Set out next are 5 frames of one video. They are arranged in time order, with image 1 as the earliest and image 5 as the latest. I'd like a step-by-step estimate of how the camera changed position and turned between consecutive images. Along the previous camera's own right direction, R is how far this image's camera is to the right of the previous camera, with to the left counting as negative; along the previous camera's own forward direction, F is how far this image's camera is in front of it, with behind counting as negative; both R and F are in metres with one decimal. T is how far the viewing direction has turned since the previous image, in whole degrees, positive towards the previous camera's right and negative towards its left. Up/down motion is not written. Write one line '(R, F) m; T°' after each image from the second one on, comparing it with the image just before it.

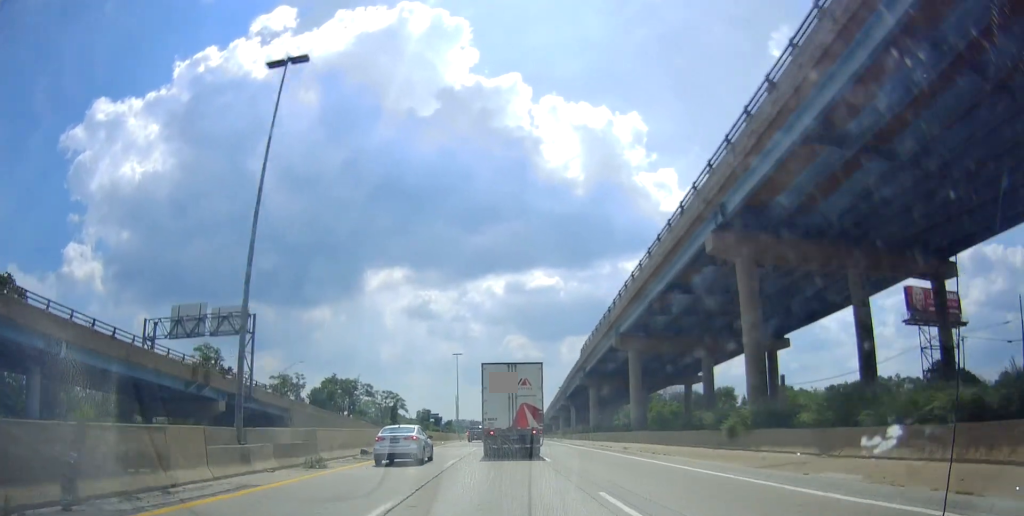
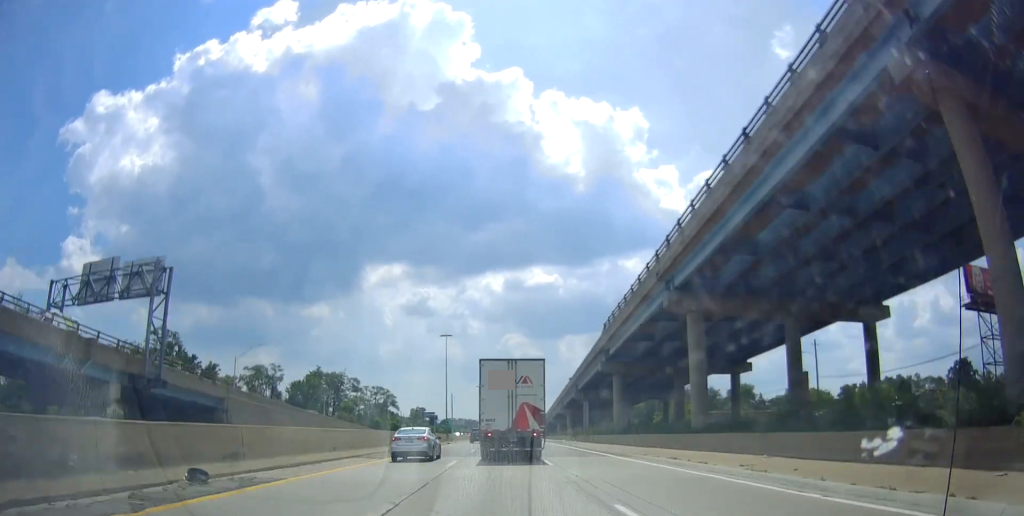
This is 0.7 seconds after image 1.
(+0.1, +16.6) m; 0°
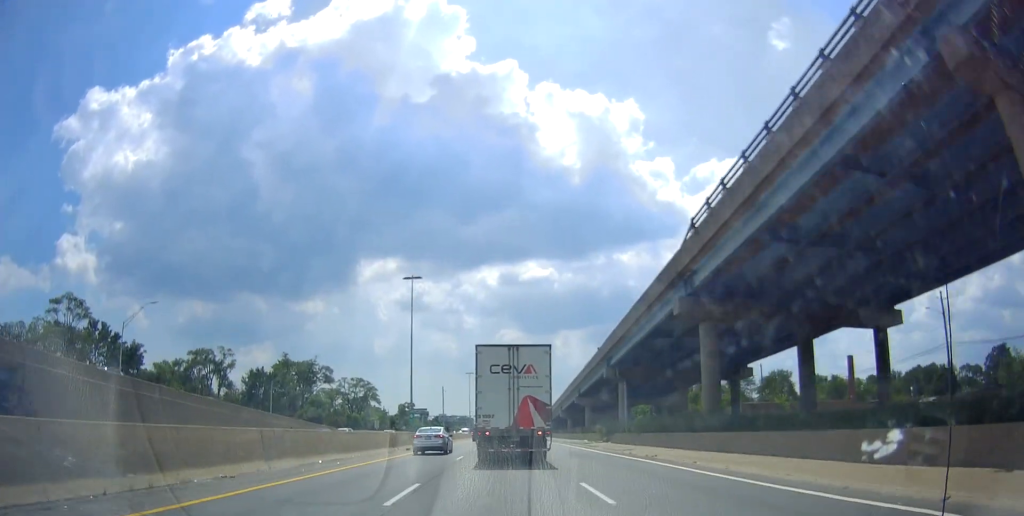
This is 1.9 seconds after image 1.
(+0.1, +27.4) m; +1°
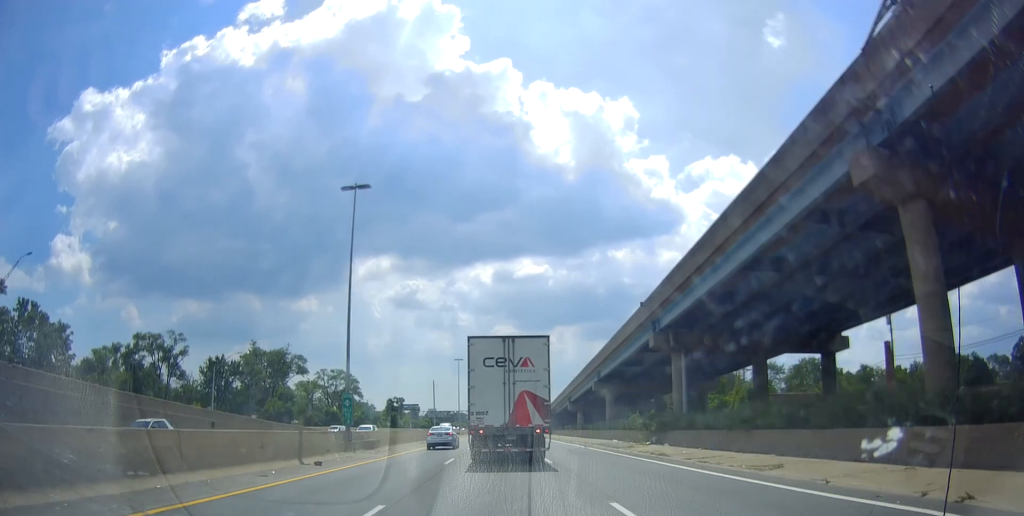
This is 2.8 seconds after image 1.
(+0.2, +20.6) m; 0°
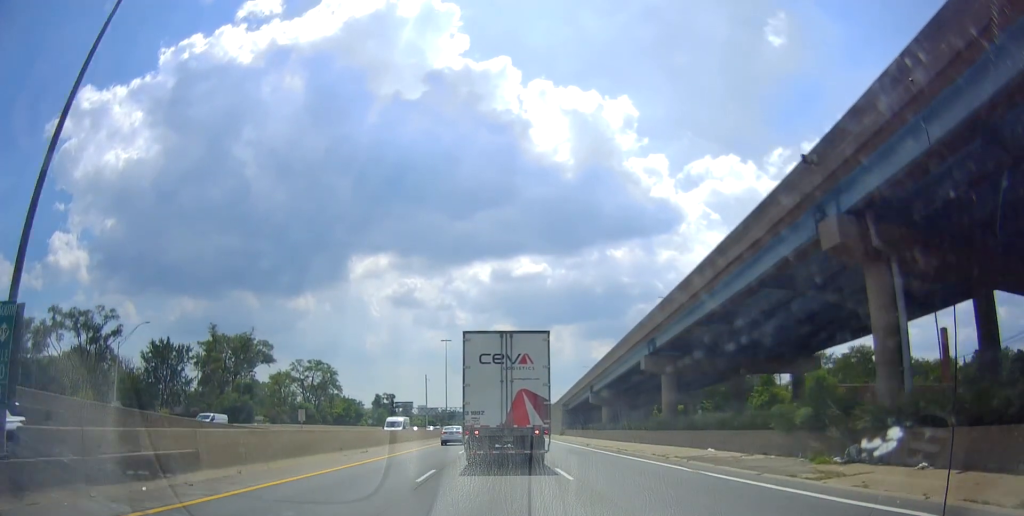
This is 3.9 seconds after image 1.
(-0.3, +23.8) m; +1°
